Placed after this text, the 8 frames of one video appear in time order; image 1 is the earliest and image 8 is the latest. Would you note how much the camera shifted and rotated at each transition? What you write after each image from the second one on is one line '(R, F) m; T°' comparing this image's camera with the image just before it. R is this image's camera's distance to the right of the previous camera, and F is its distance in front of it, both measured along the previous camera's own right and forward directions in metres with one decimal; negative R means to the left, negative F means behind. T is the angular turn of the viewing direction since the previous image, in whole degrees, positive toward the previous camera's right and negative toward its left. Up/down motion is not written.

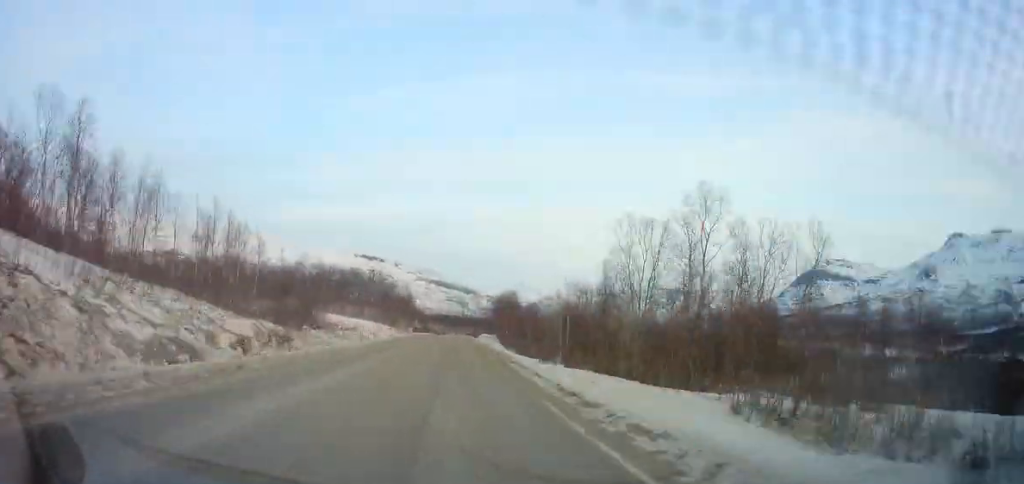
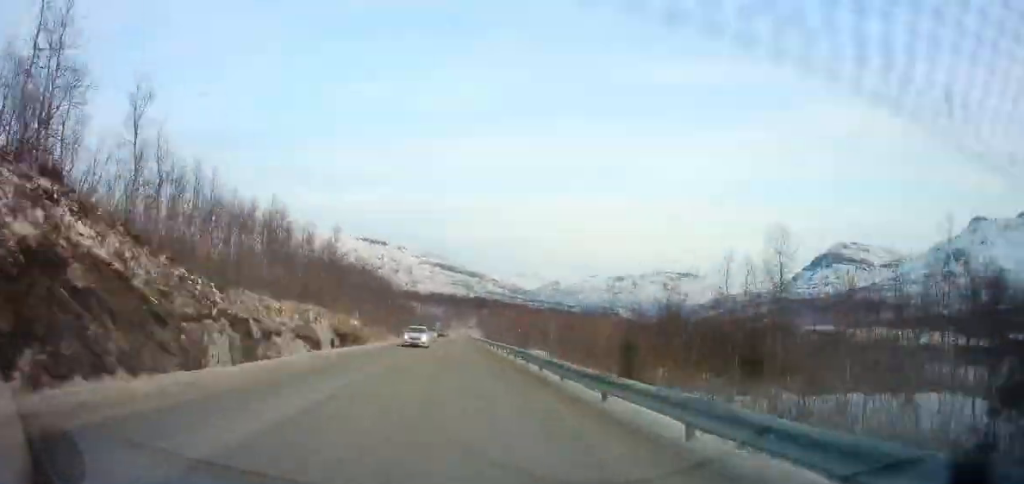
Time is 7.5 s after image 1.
(+2.5, +165.5) m; +5°
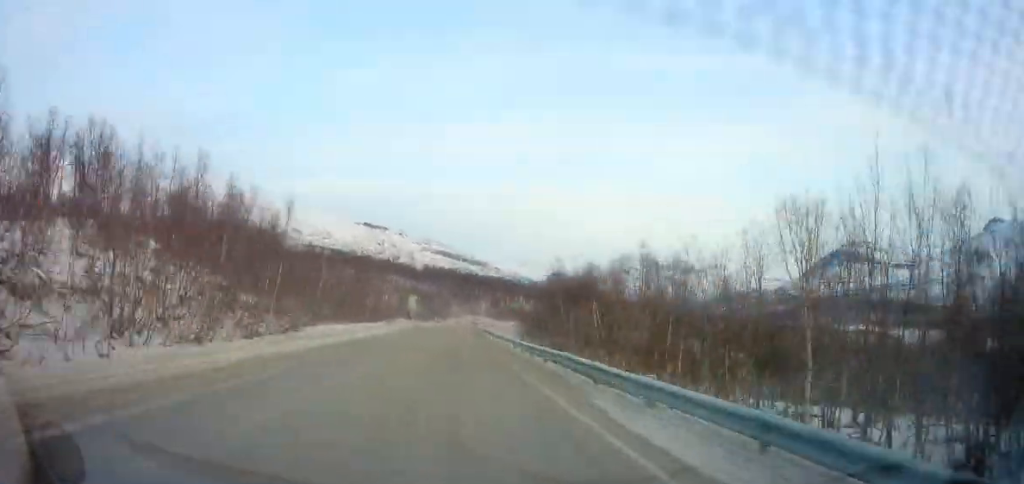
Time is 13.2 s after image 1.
(-11.5, +123.8) m; +8°
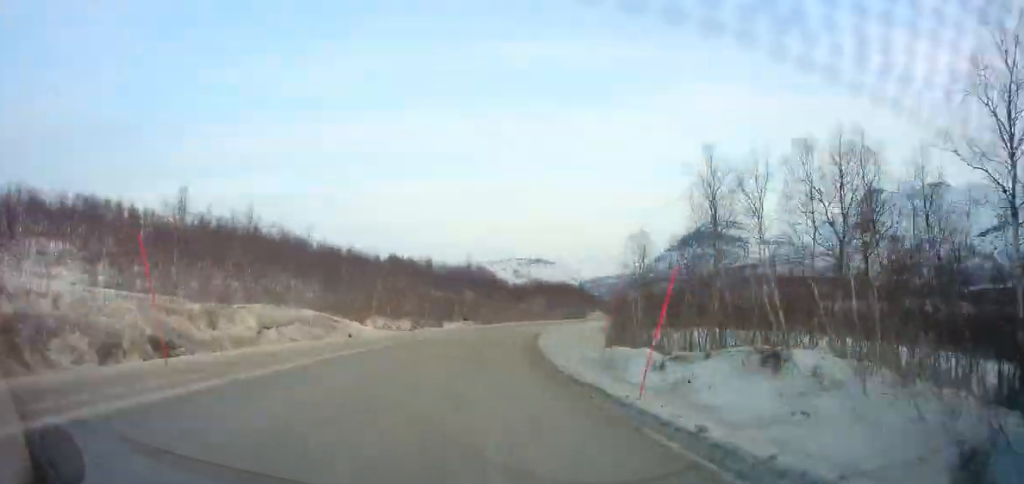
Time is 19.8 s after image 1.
(+32.0, +146.0) m; +11°
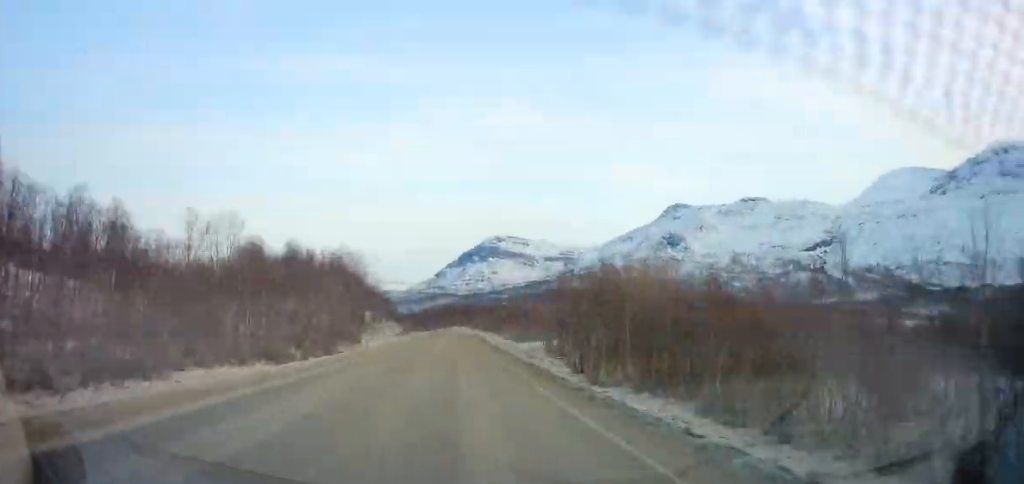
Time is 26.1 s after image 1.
(+11.2, +141.4) m; +2°
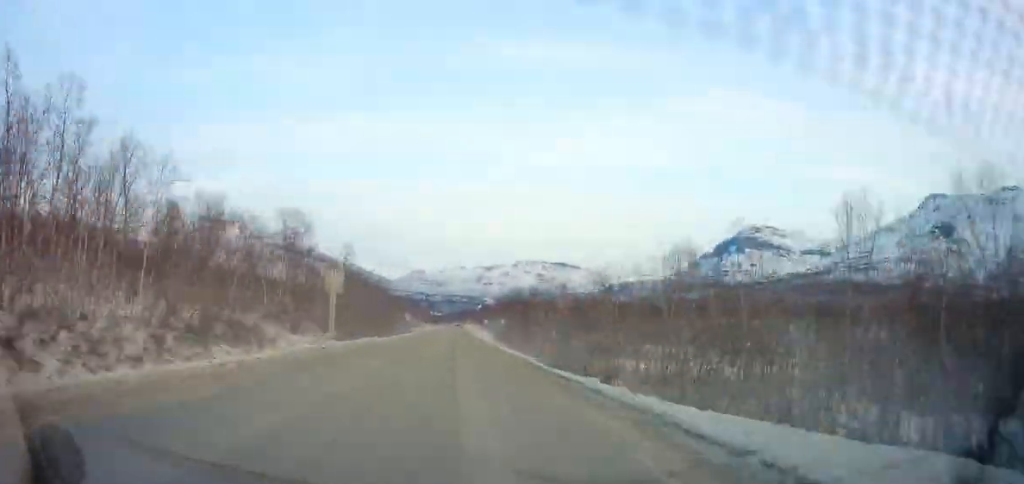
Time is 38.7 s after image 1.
(-20.6, +274.4) m; -11°
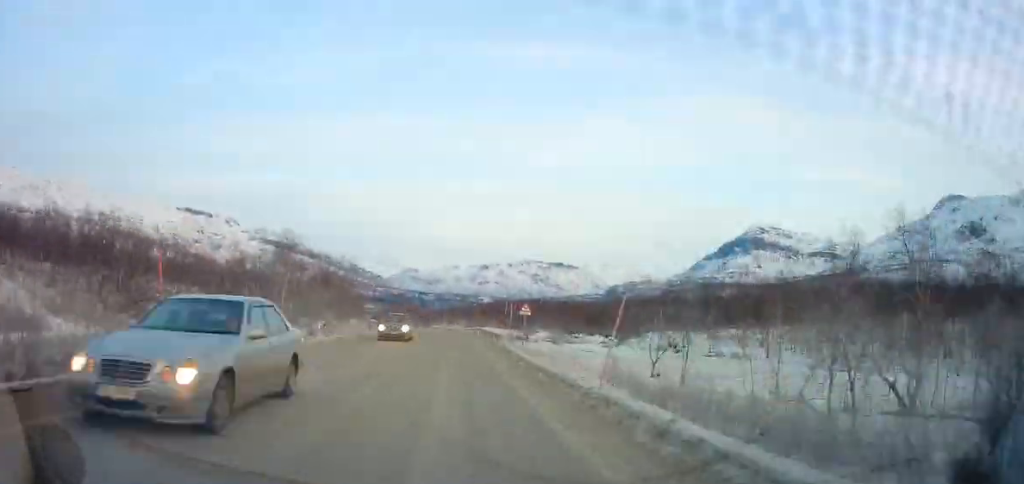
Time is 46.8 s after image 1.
(-9.0, +170.3) m; -16°
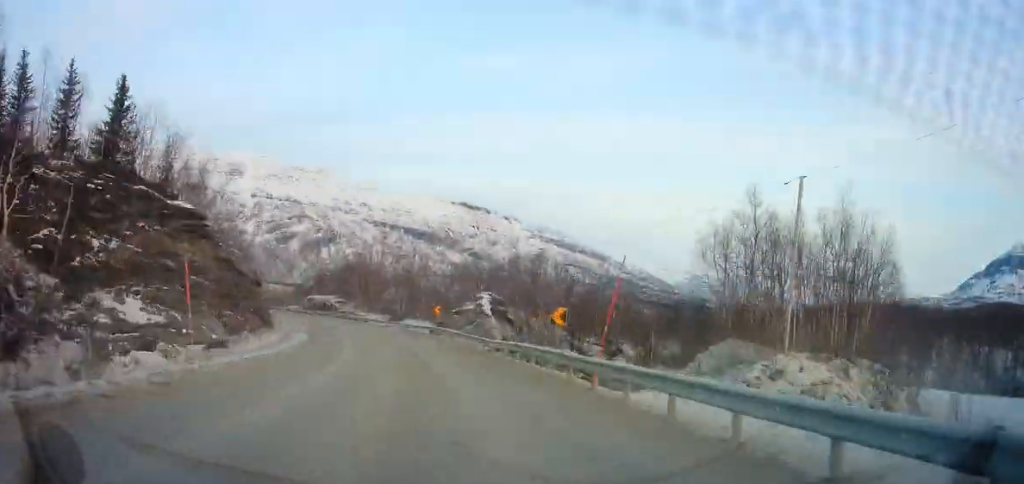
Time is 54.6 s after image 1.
(-31.3, +145.3) m; -19°
